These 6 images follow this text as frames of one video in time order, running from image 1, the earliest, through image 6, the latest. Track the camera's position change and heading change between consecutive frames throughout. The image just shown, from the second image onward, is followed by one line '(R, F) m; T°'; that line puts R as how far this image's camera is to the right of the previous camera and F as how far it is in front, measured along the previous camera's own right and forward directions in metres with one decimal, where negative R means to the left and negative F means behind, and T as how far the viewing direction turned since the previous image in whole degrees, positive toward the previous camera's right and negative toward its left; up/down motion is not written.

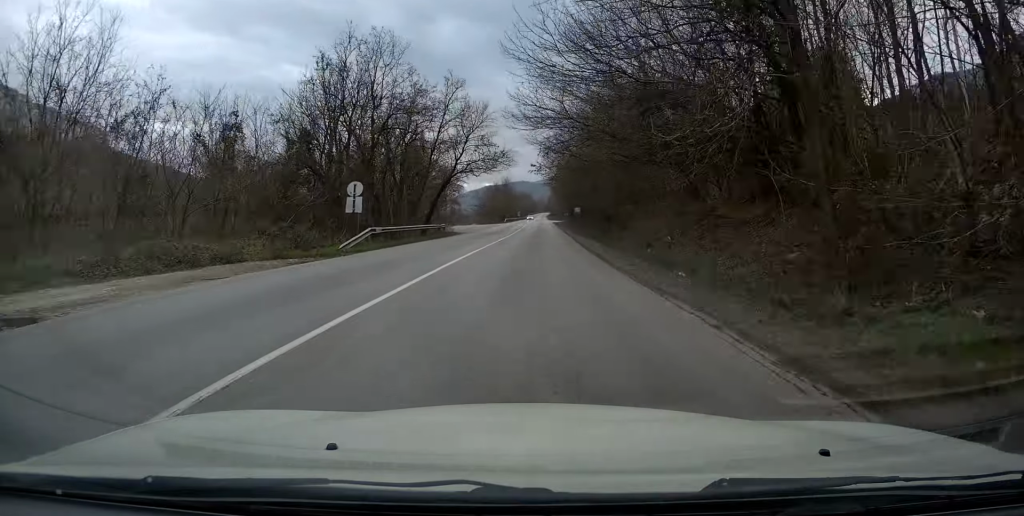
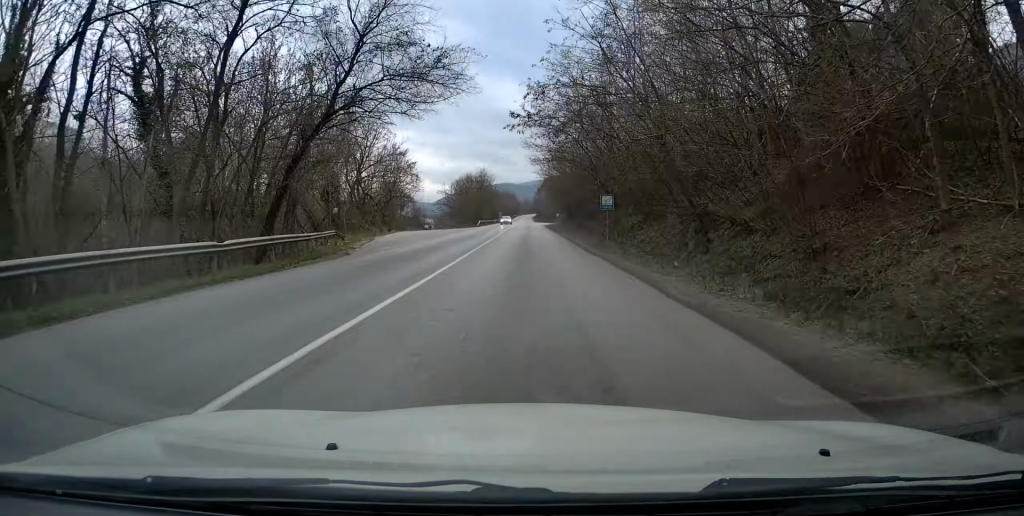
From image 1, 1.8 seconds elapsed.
(+0.6, +30.1) m; +2°
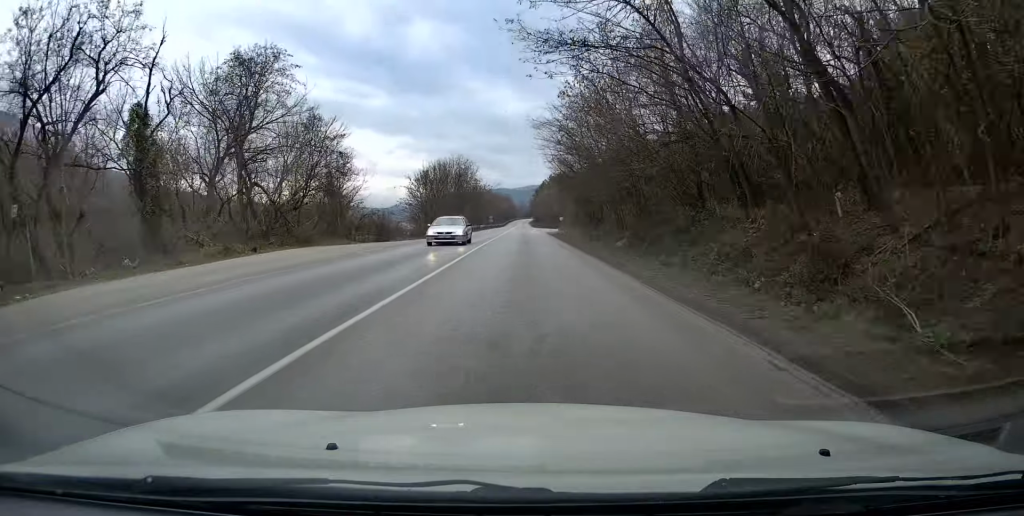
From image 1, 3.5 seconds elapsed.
(+0.4, +28.9) m; +1°
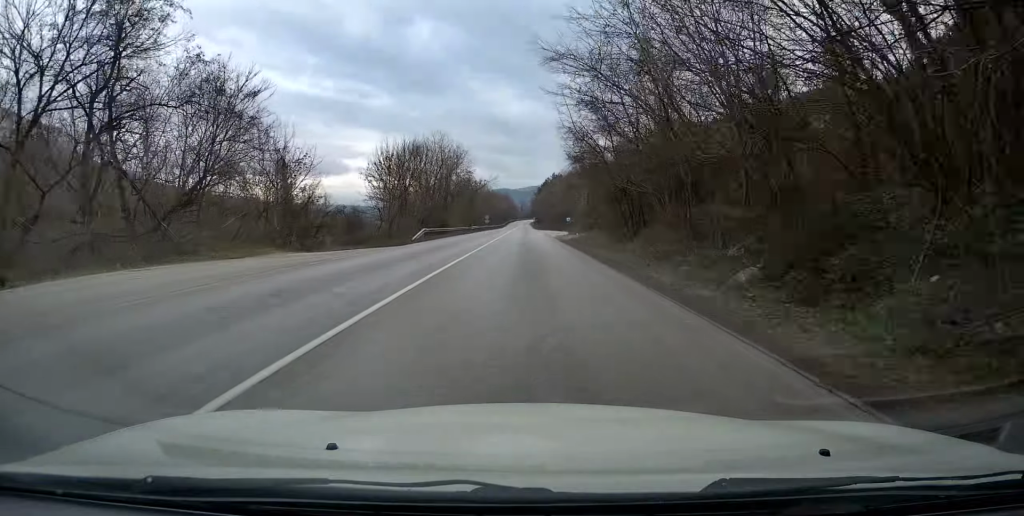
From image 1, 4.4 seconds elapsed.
(0.0, +16.6) m; 0°
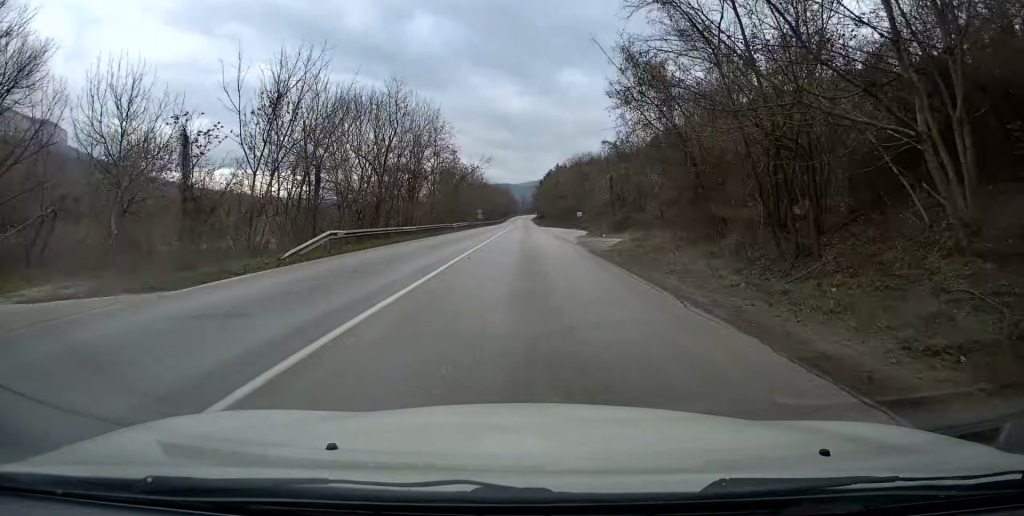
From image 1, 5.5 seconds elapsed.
(-0.1, +20.1) m; 0°
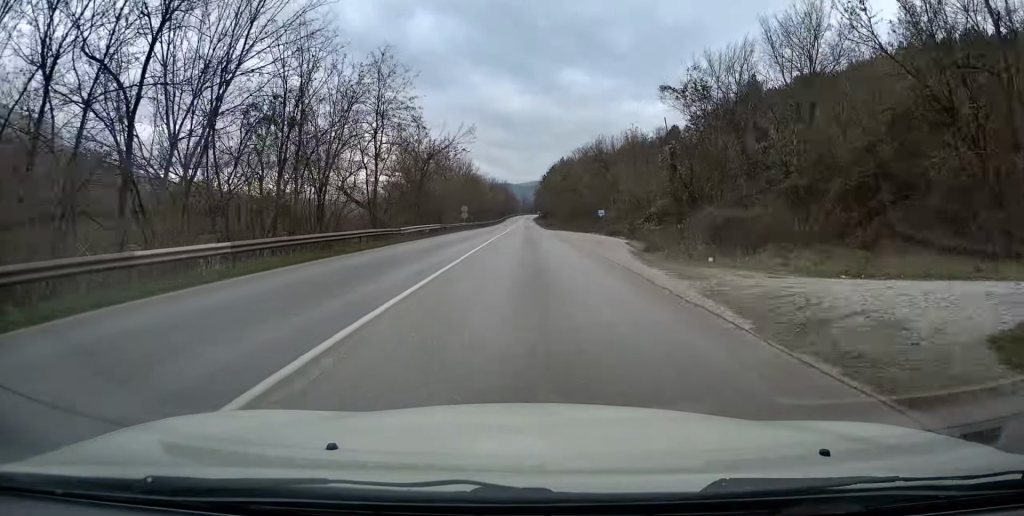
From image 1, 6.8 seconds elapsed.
(+0.1, +24.5) m; +1°
